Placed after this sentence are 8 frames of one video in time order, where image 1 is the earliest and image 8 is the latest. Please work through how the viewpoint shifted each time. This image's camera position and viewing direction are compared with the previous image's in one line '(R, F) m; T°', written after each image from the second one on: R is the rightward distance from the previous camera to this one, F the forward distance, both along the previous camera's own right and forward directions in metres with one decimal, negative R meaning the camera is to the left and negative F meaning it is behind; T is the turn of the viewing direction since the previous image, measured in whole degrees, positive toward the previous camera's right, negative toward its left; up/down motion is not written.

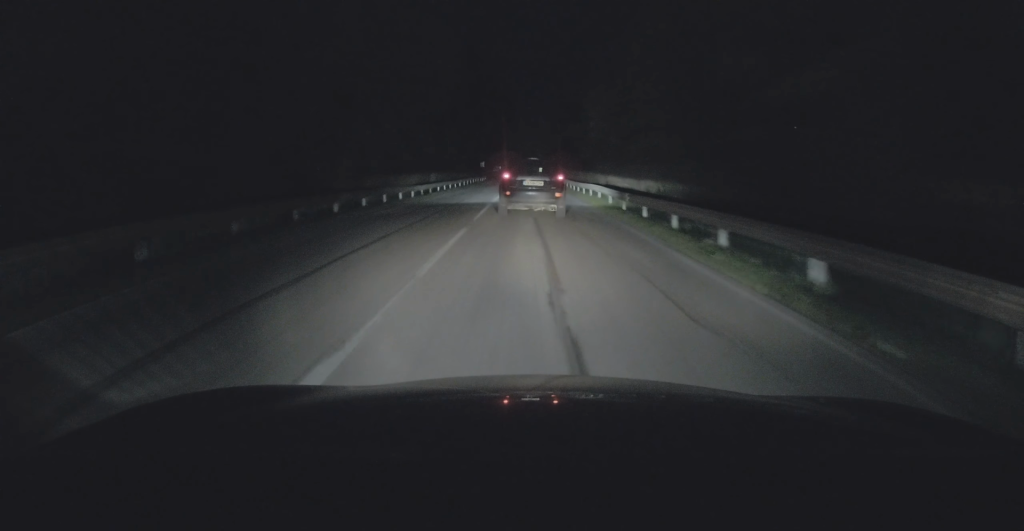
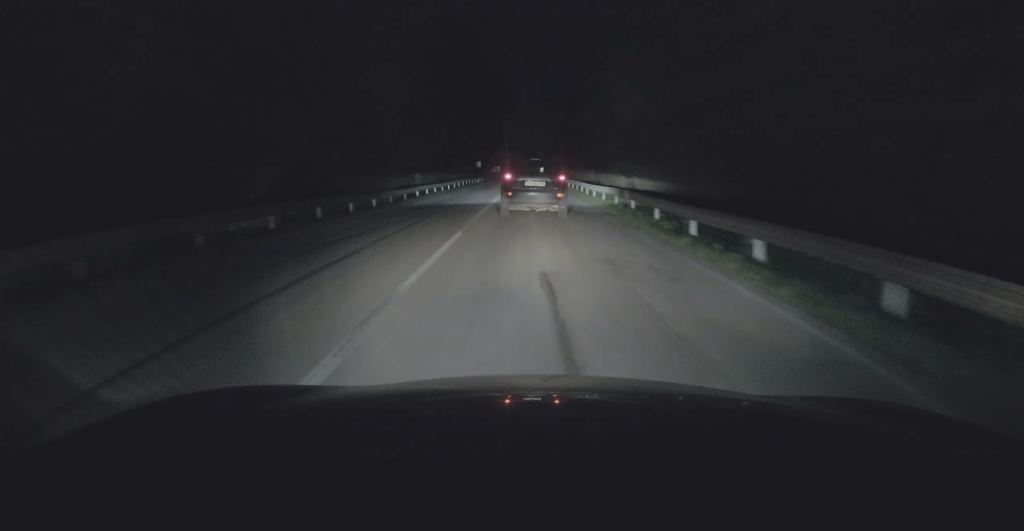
(0.0, +8.7) m; 0°
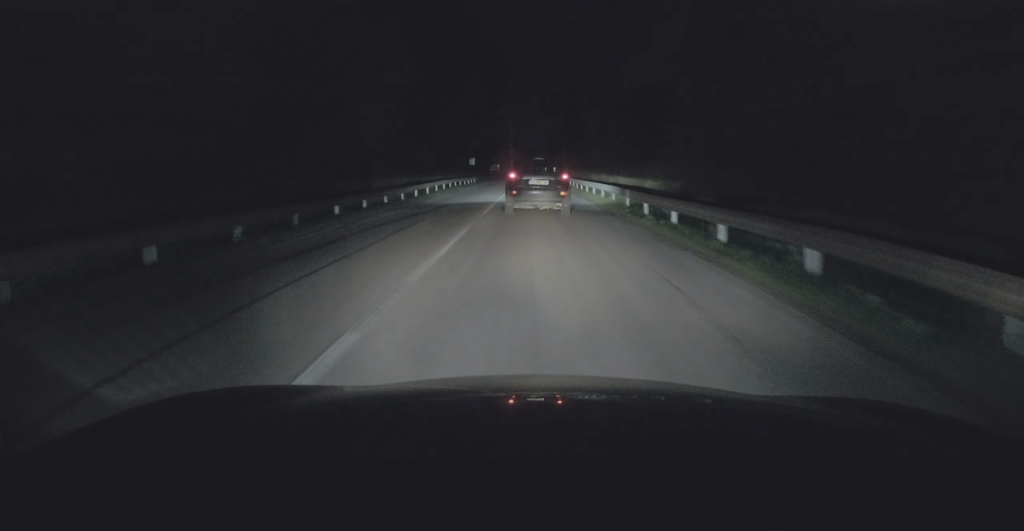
(+0.2, +16.7) m; -1°
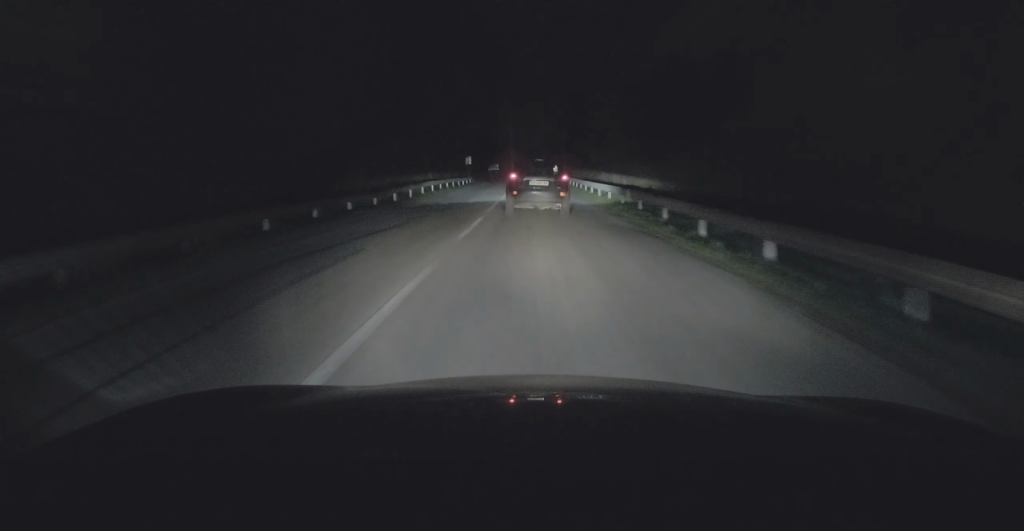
(-0.1, +6.6) m; -1°
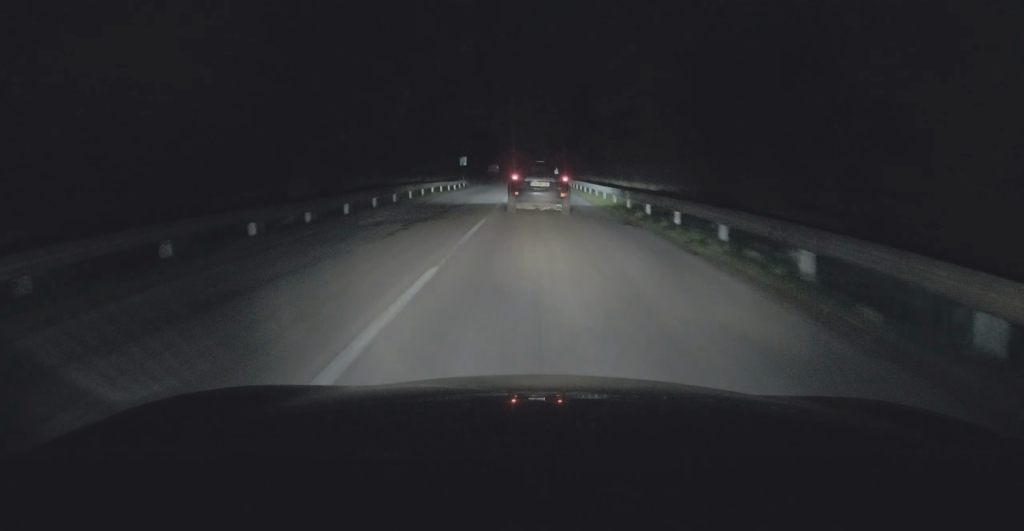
(-0.1, +8.0) m; -1°
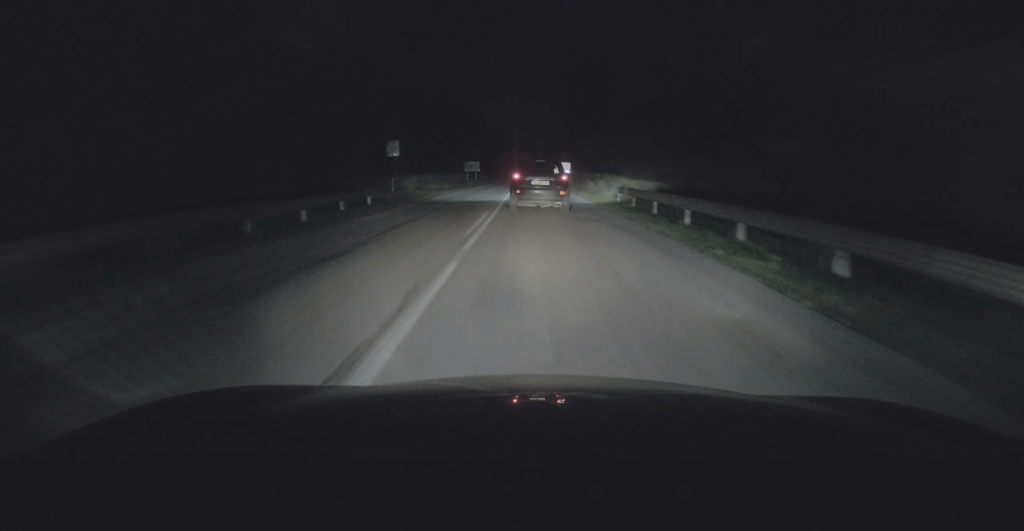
(+0.2, +34.4) m; +1°
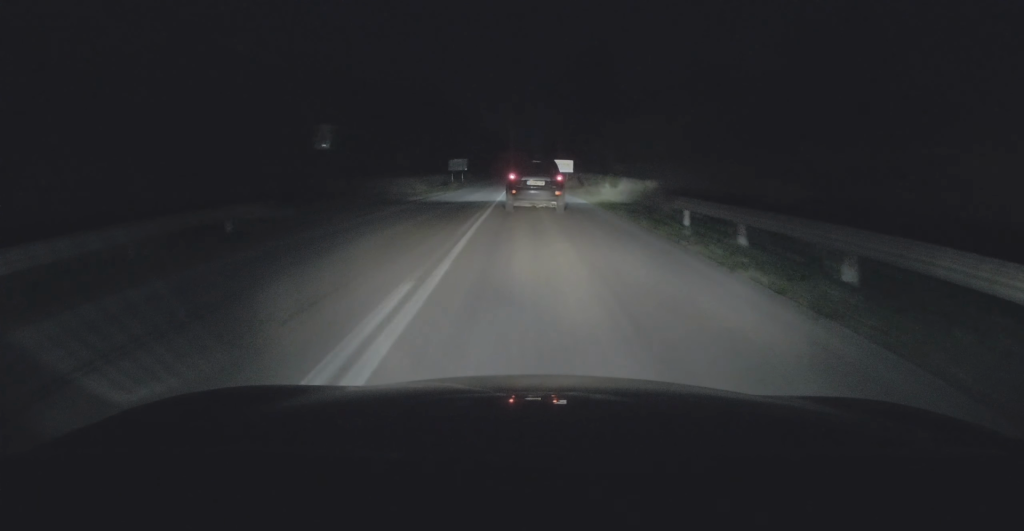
(0.0, +11.8) m; 0°
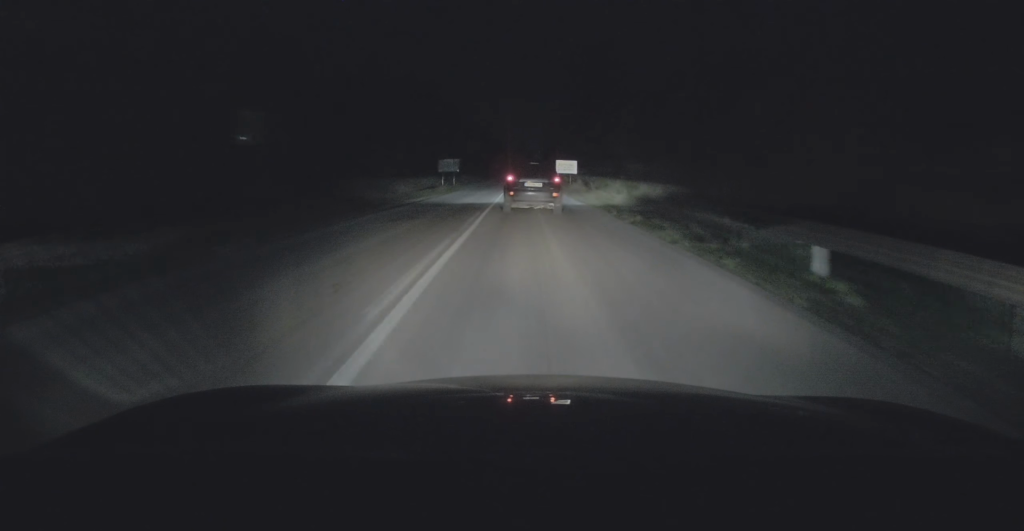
(0.0, +7.4) m; -1°
